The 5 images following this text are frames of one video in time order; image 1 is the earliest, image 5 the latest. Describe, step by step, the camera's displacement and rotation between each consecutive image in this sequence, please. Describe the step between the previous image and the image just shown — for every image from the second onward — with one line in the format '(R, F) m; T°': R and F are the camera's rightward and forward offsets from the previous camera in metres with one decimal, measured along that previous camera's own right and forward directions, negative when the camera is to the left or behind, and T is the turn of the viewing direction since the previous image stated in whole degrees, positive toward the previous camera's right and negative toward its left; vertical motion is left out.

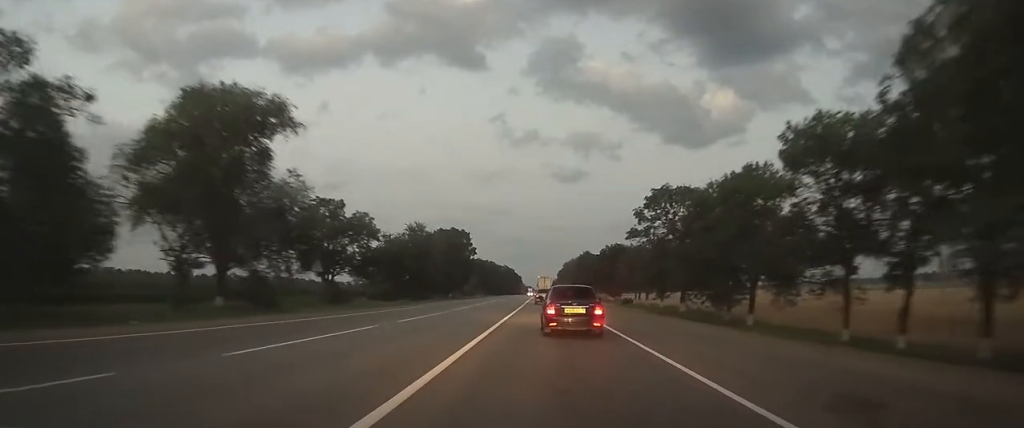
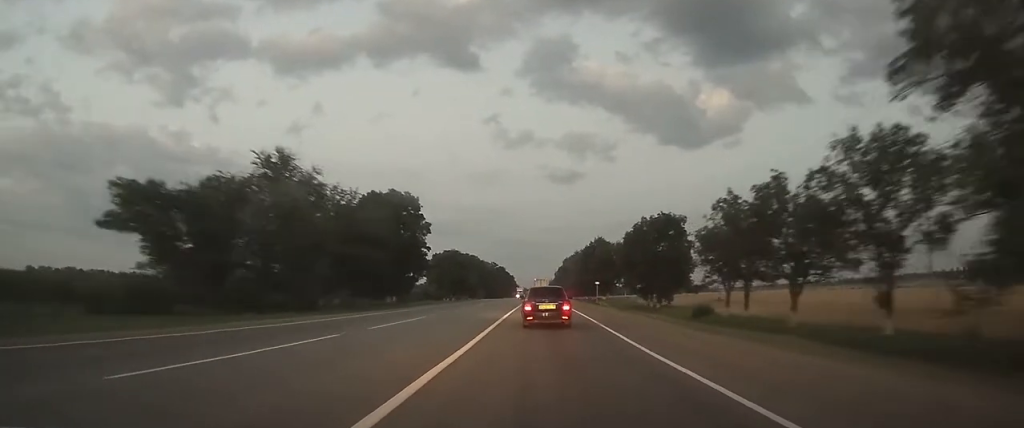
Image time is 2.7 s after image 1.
(+0.2, +51.3) m; 0°
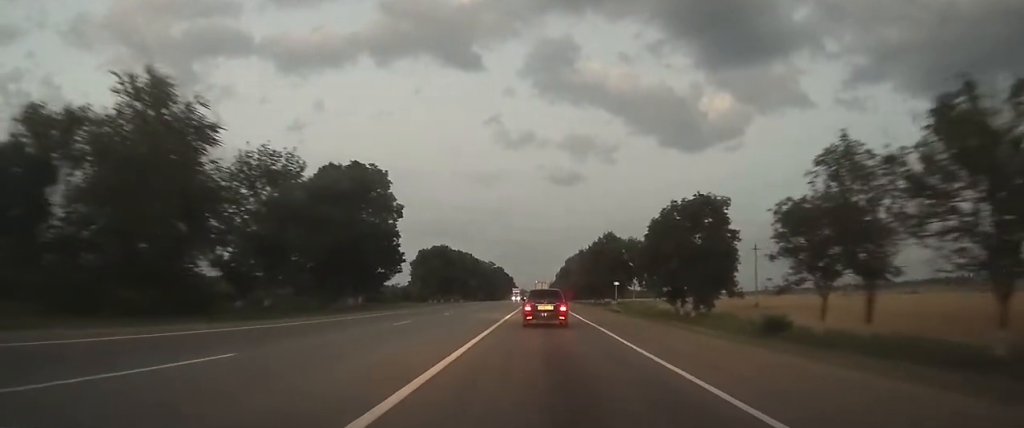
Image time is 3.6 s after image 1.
(0.0, +17.3) m; 0°
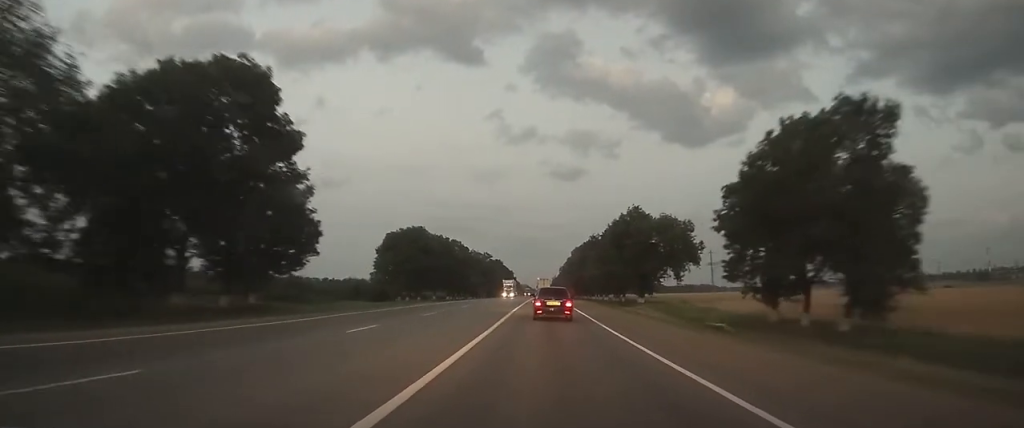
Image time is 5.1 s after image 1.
(0.0, +29.2) m; 0°
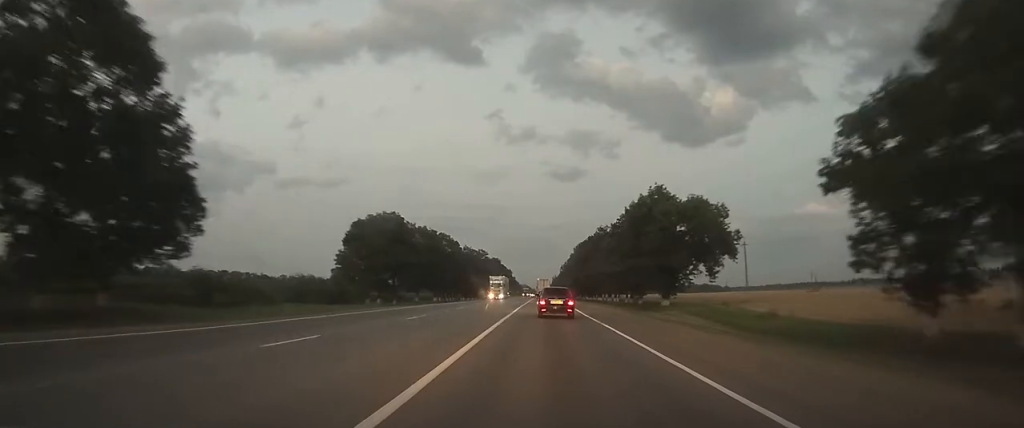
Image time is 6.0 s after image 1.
(0.0, +17.2) m; 0°
